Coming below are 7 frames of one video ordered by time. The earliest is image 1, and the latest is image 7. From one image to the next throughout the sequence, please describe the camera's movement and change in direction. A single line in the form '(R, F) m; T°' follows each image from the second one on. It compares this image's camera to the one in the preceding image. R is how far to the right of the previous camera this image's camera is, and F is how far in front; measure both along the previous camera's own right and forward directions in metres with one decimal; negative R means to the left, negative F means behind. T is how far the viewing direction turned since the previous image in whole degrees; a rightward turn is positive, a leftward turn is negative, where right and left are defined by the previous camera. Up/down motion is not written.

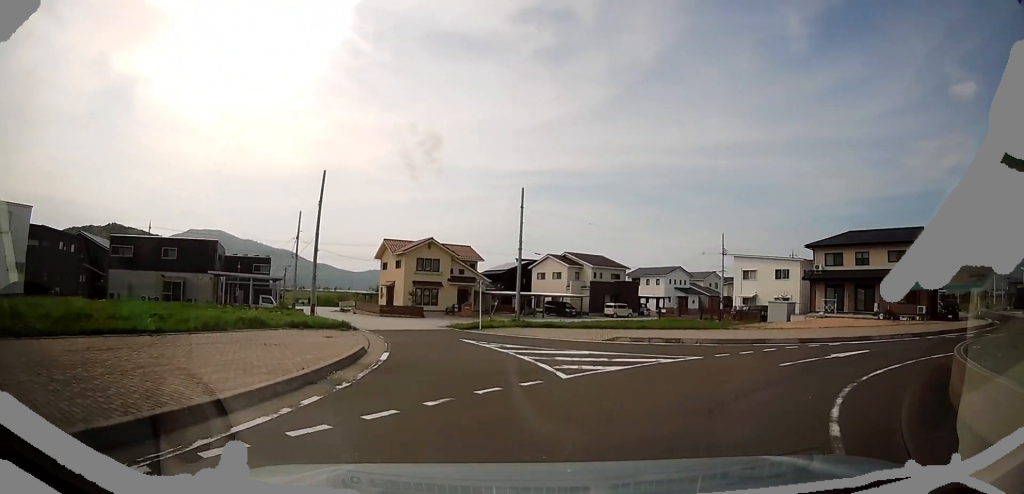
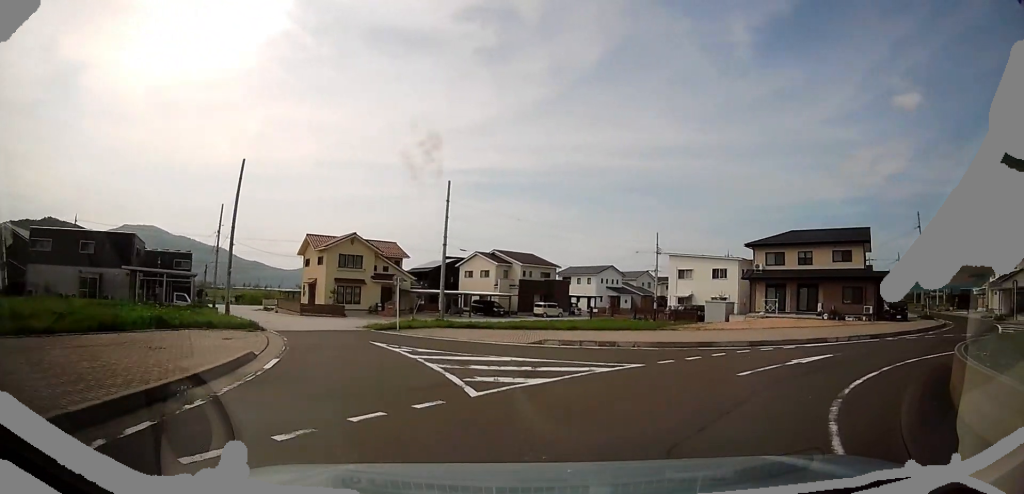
(+0.1, +1.3) m; +6°
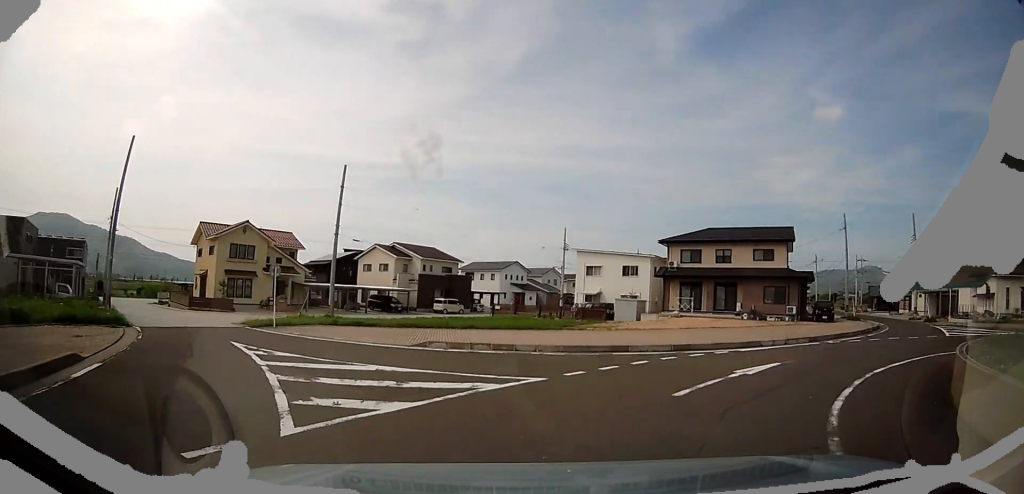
(0.0, +1.8) m; +9°
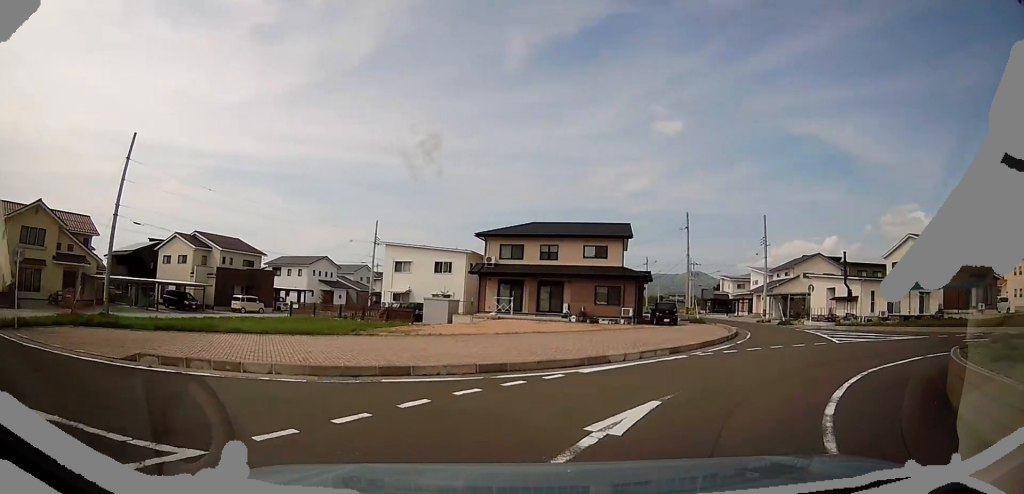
(+0.8, +3.7) m; +23°
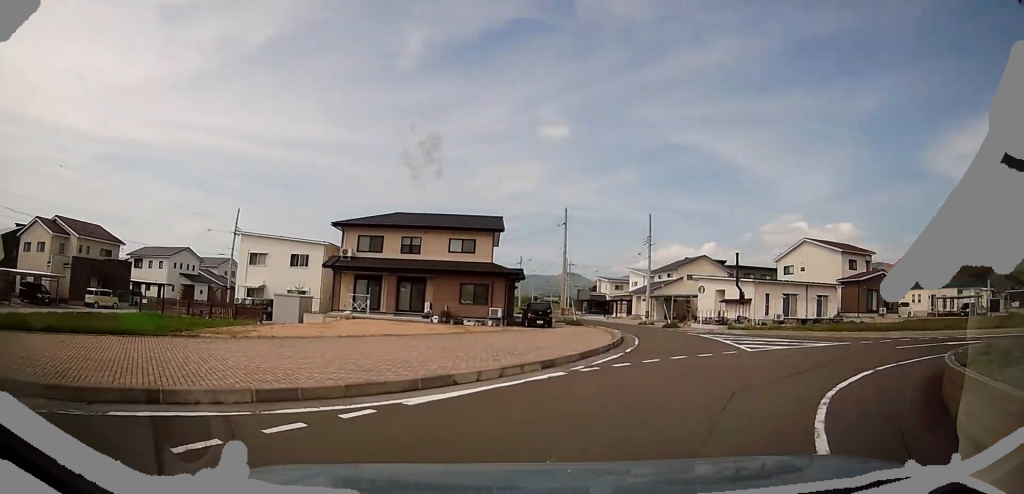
(+0.4, +3.5) m; +14°
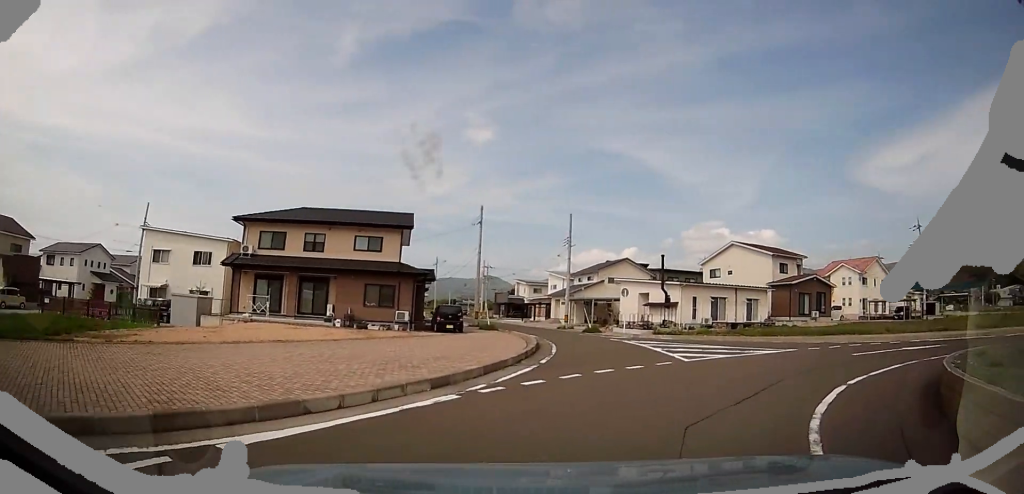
(+0.3, +2.5) m; +6°
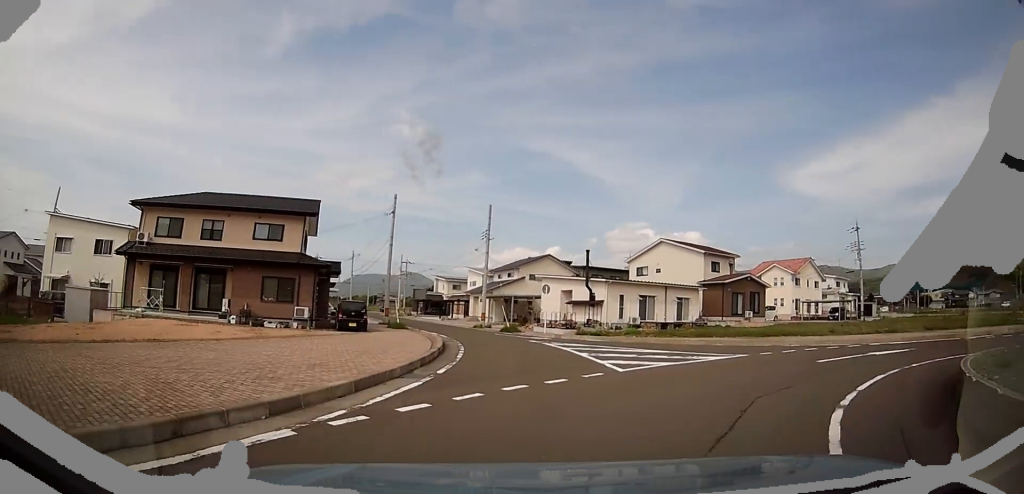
(+0.3, +3.0) m; +5°
